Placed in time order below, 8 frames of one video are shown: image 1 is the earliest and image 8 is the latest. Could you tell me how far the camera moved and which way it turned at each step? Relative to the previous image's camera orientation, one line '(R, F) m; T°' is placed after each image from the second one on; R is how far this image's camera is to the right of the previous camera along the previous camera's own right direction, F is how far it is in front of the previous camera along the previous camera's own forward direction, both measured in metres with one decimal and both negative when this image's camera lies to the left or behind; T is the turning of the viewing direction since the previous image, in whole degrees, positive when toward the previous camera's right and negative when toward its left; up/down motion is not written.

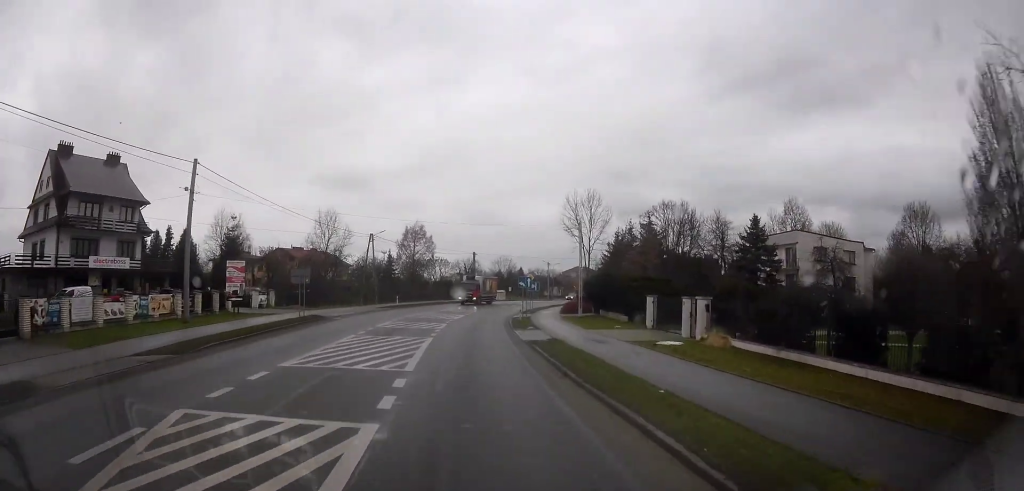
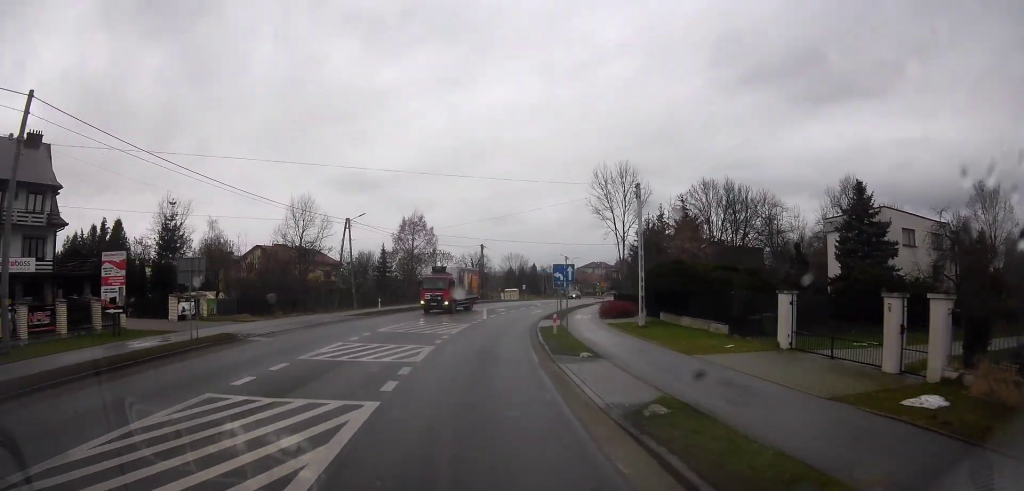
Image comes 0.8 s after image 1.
(-0.4, +13.0) m; -5°
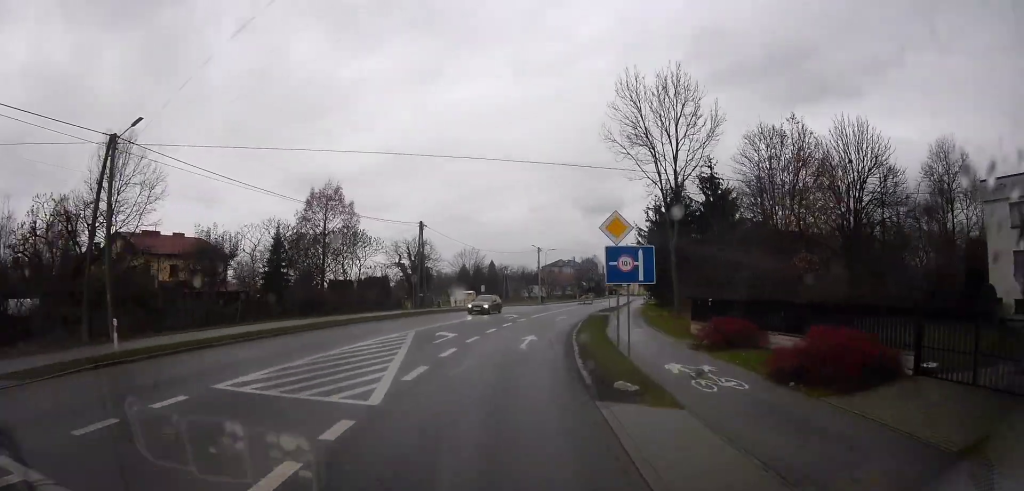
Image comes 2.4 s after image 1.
(-2.2, +24.9) m; -2°
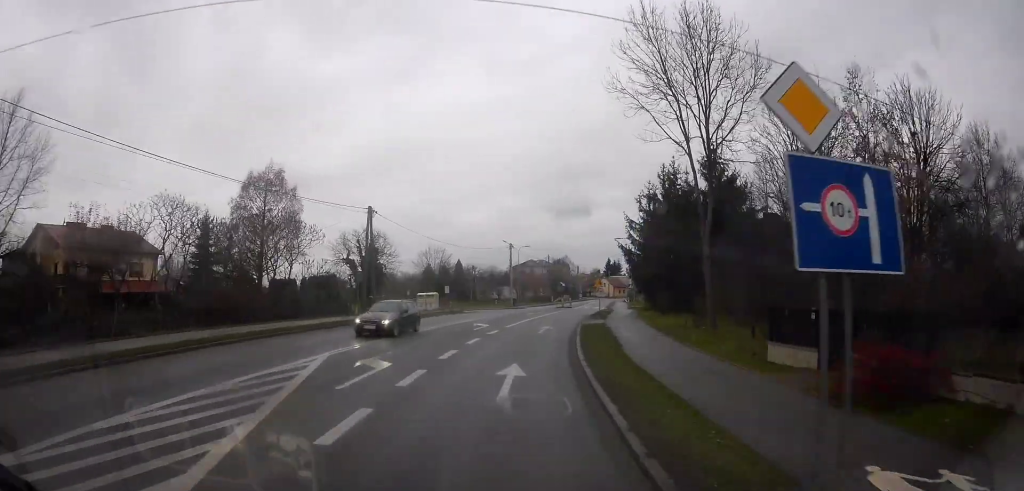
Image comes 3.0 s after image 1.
(+0.9, +8.9) m; +6°
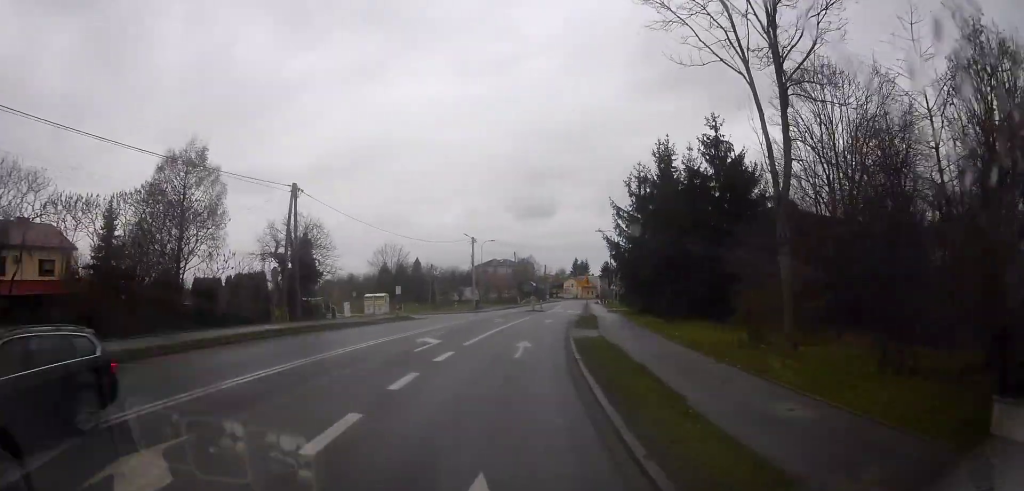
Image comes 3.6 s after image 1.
(+0.4, +8.6) m; +5°
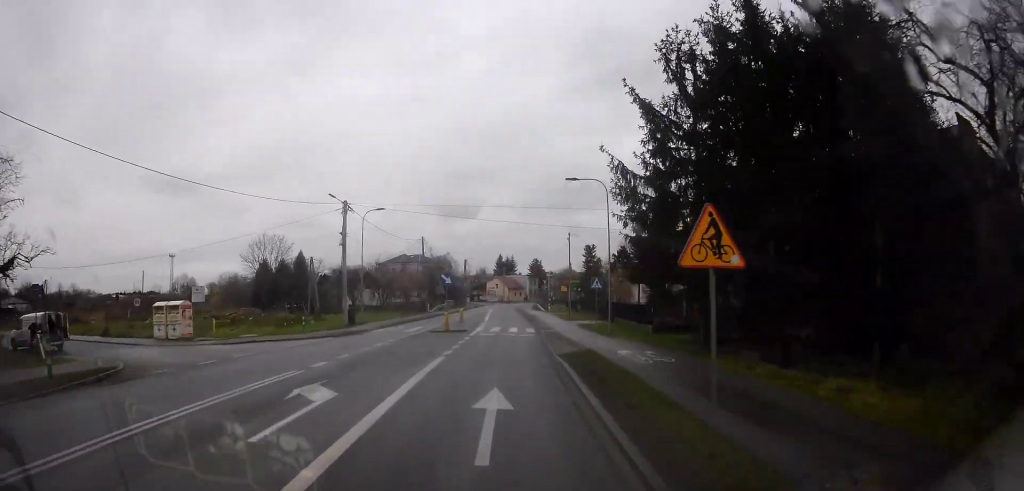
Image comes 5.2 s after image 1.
(+2.1, +24.3) m; +7°
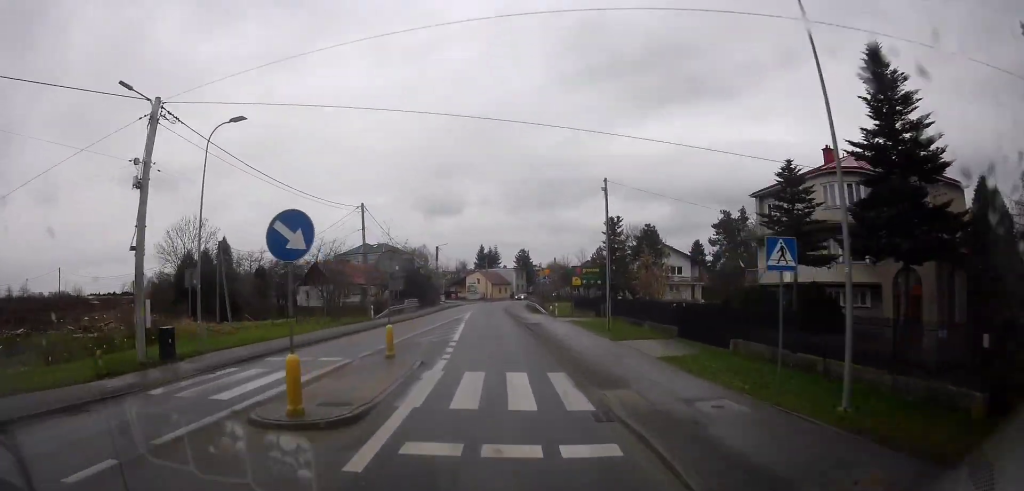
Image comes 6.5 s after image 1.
(+0.4, +18.6) m; +6°
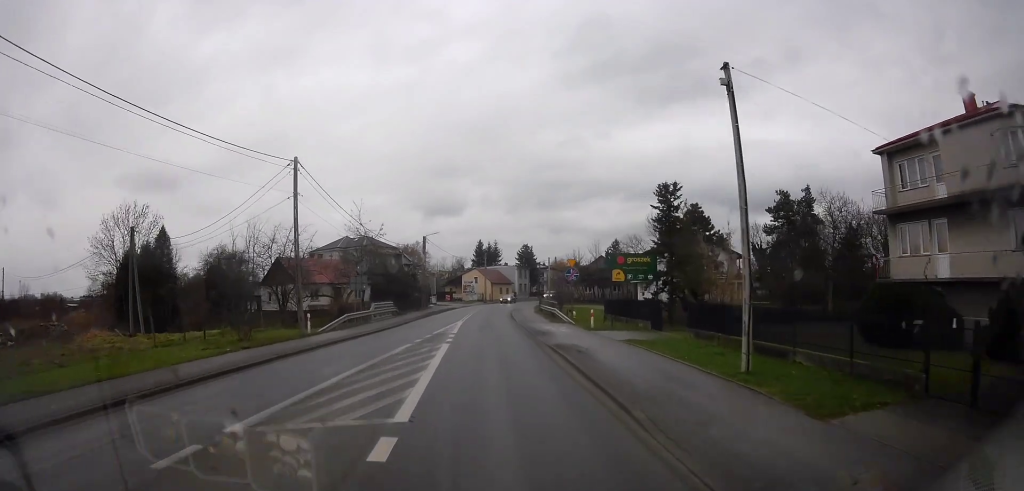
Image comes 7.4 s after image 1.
(+0.7, +12.3) m; +7°
